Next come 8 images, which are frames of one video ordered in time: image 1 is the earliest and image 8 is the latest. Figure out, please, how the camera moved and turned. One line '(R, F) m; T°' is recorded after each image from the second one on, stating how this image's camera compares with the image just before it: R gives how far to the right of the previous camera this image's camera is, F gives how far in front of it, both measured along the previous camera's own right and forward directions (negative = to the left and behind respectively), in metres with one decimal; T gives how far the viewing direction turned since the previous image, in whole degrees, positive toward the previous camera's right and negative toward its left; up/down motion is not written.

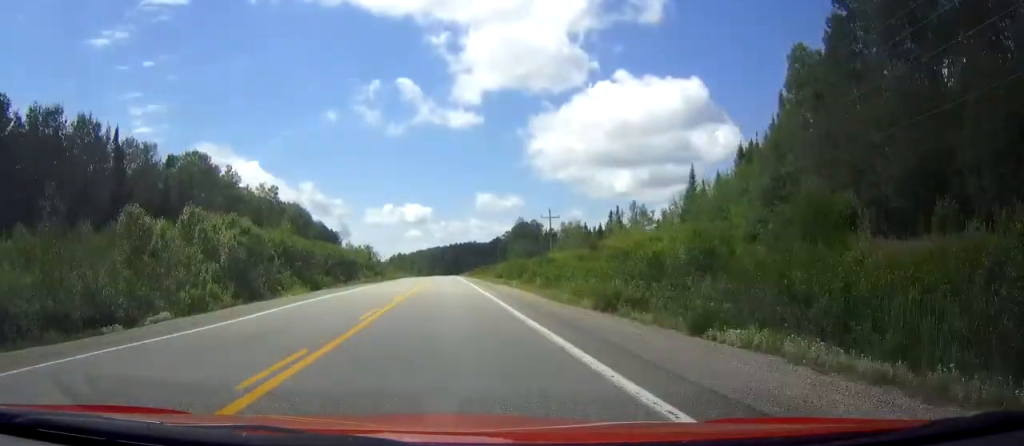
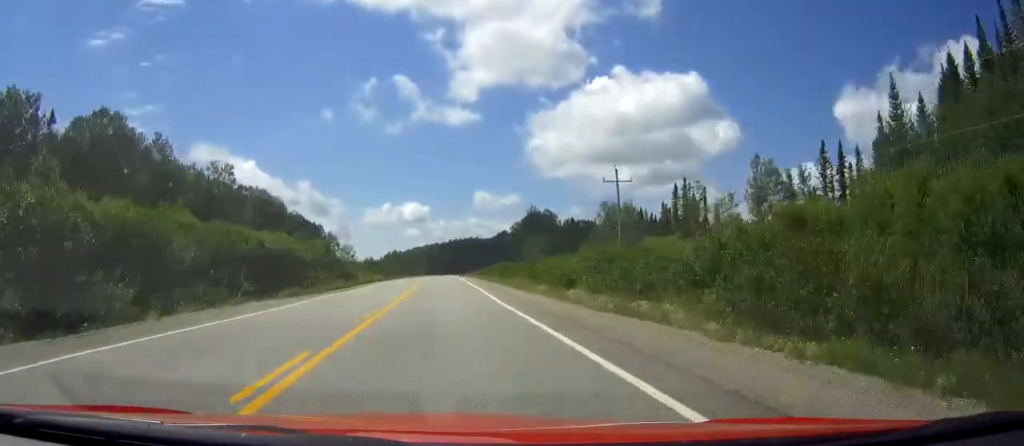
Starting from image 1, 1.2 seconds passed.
(0.0, +35.7) m; 0°
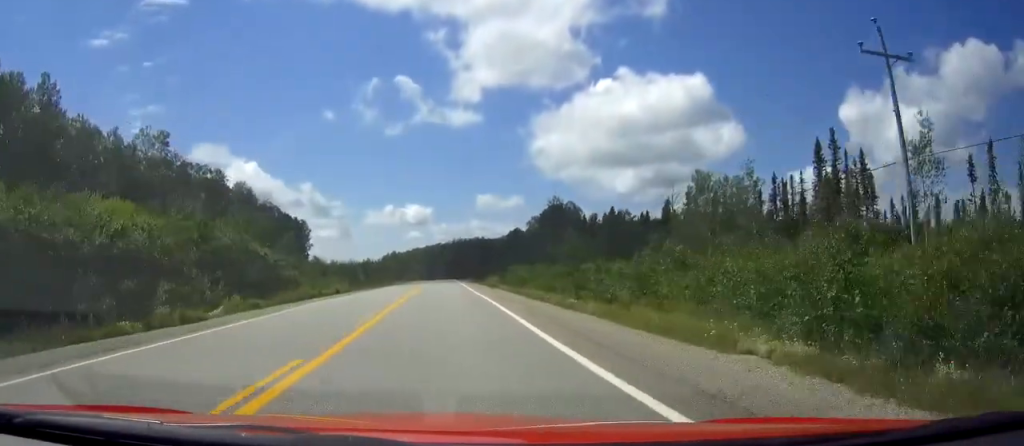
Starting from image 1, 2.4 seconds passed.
(0.0, +35.5) m; 0°
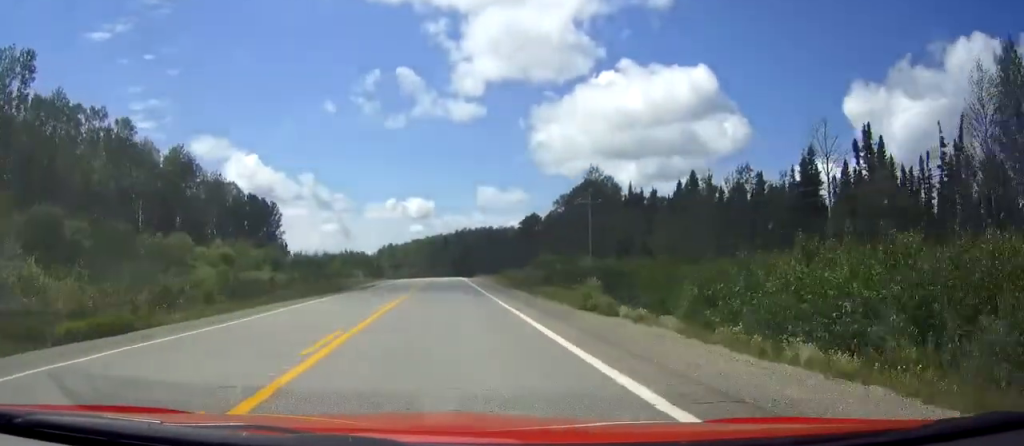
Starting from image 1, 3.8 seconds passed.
(-0.1, +40.2) m; 0°
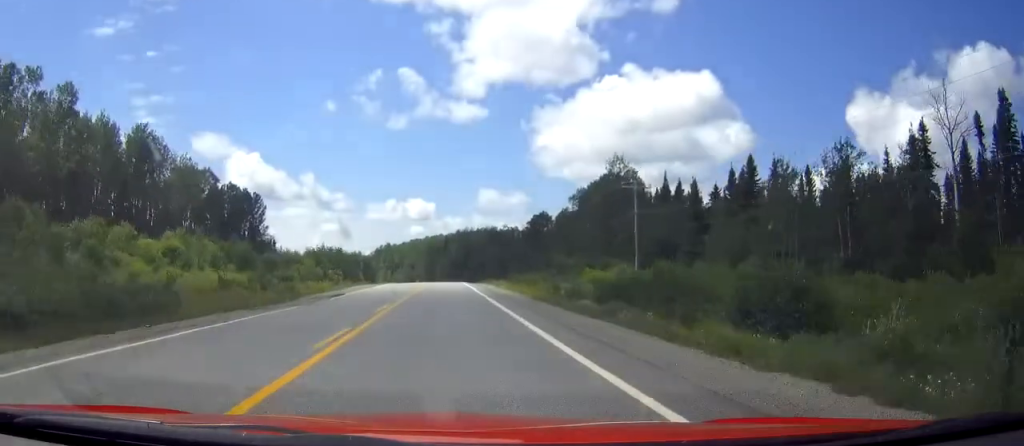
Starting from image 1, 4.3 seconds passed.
(0.0, +16.6) m; 0°
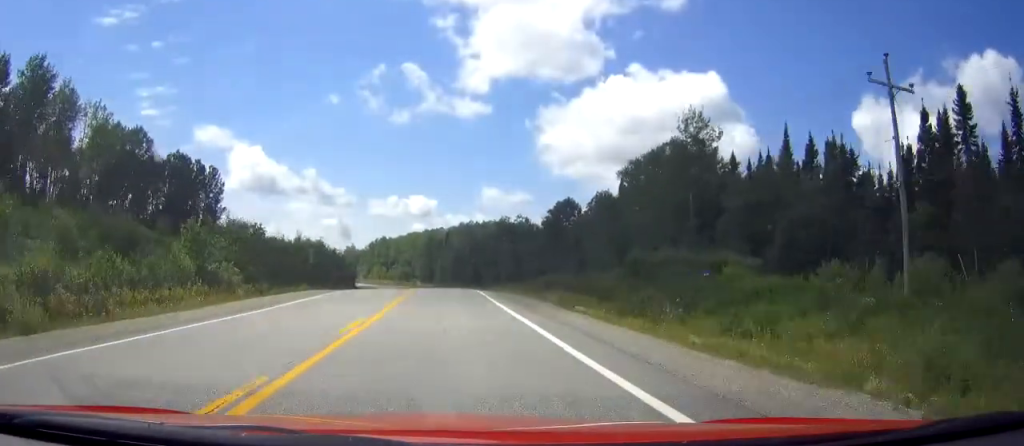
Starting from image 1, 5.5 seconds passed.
(-0.1, +33.0) m; 0°
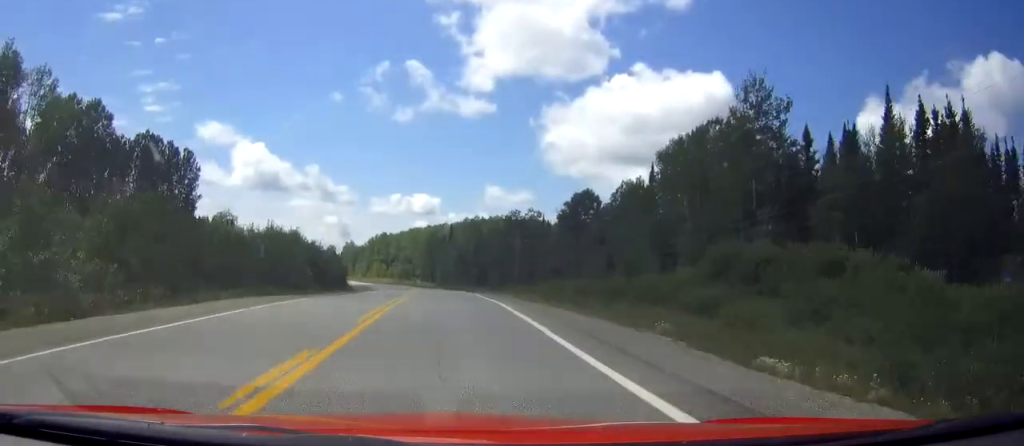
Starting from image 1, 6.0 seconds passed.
(0.0, +15.4) m; 0°
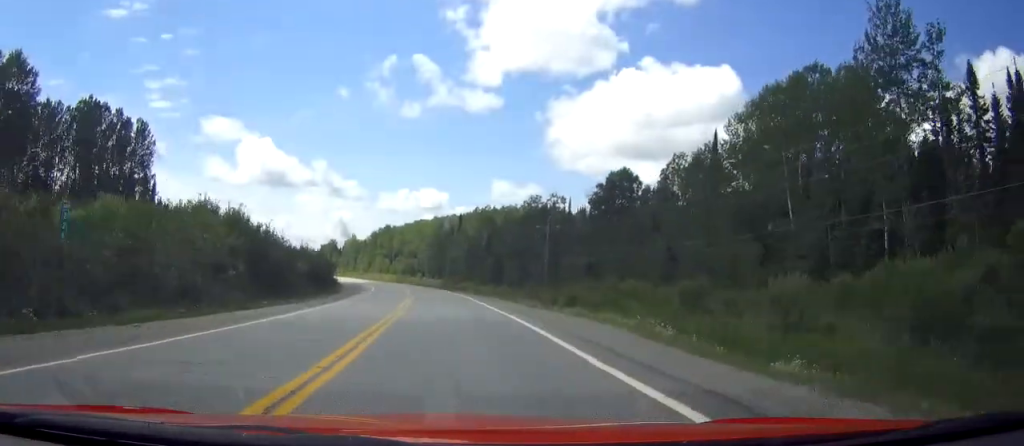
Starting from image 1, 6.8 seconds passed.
(0.0, +22.0) m; -1°
